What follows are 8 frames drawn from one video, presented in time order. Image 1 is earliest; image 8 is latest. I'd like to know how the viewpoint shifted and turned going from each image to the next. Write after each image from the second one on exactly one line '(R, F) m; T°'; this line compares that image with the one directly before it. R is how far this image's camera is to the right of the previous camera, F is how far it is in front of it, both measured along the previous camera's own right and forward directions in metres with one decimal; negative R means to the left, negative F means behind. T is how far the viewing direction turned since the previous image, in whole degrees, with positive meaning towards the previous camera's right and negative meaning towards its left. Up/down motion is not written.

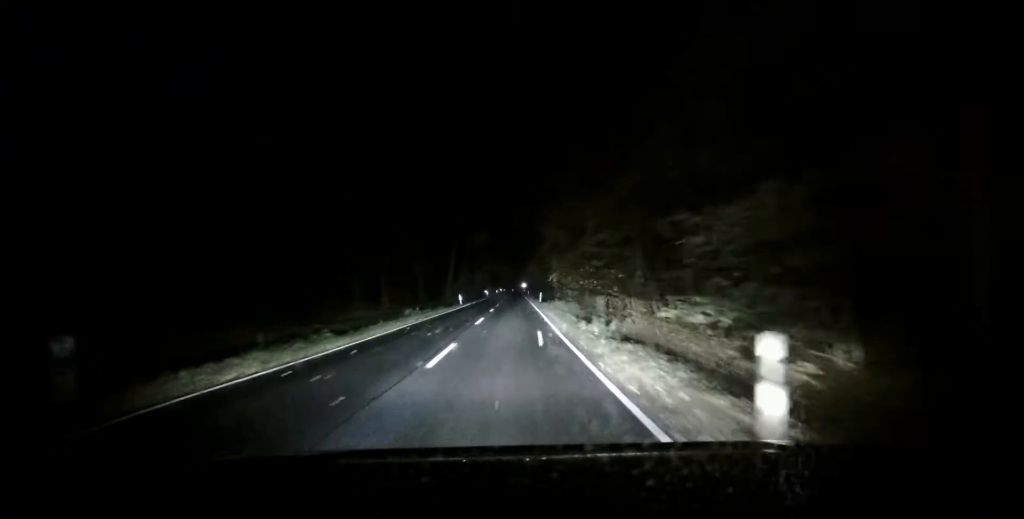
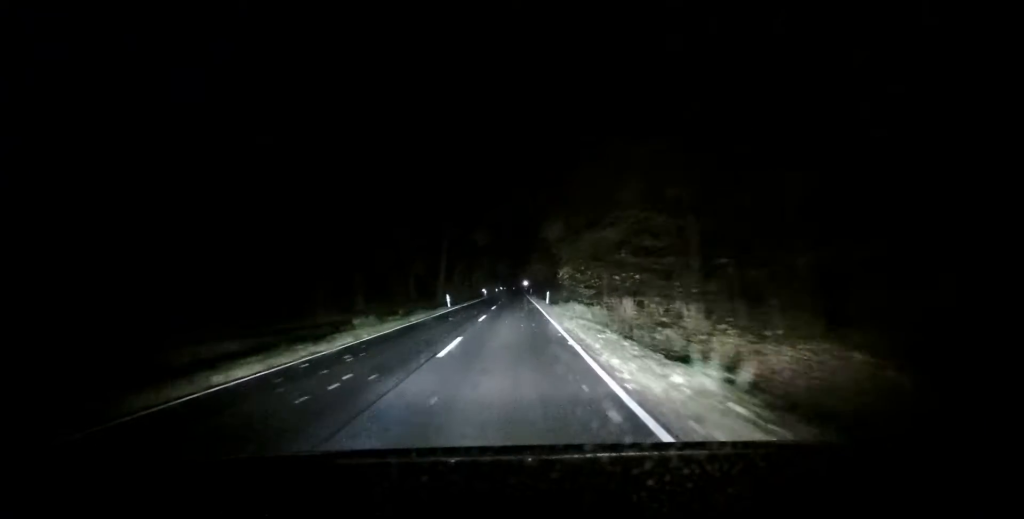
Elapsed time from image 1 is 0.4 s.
(0.0, +10.4) m; 0°
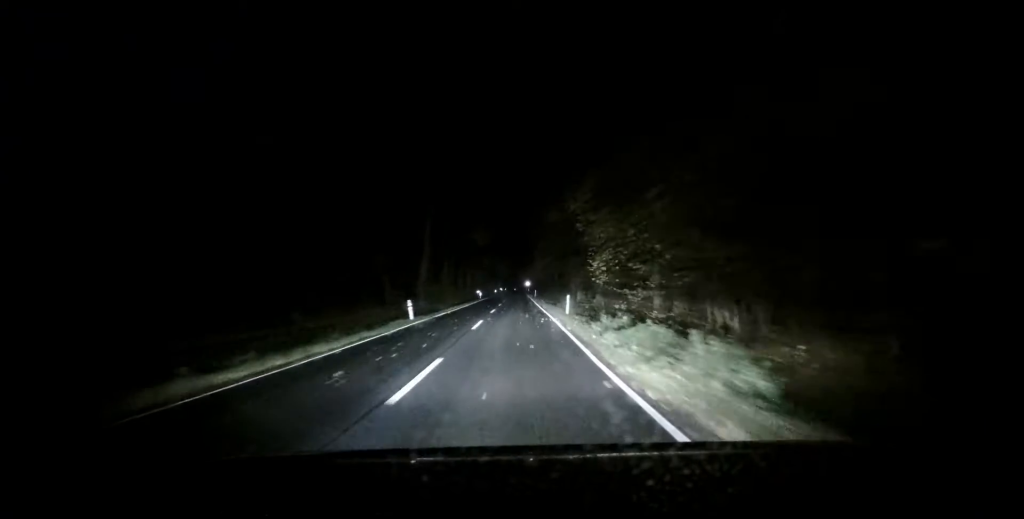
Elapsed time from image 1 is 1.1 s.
(0.0, +15.9) m; 0°
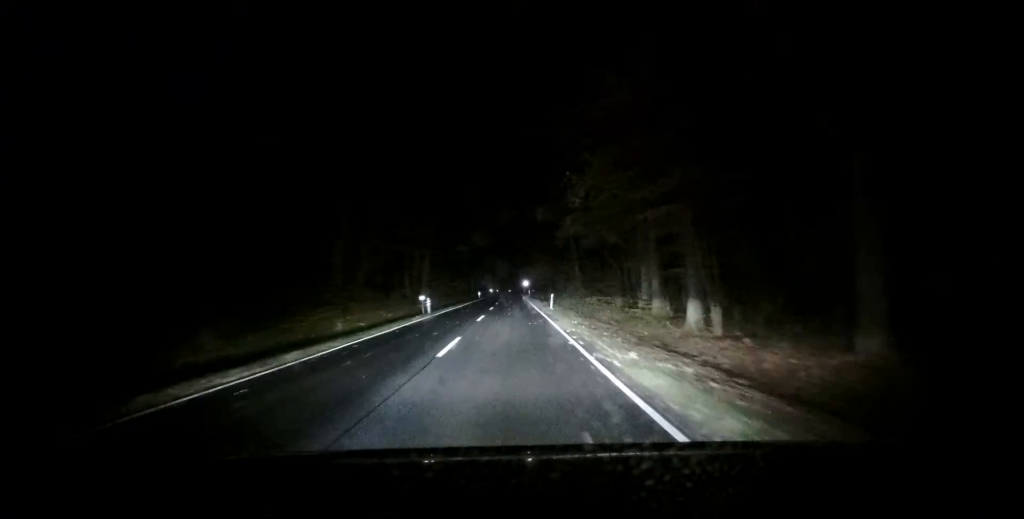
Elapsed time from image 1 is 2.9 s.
(+0.8, +41.9) m; +2°
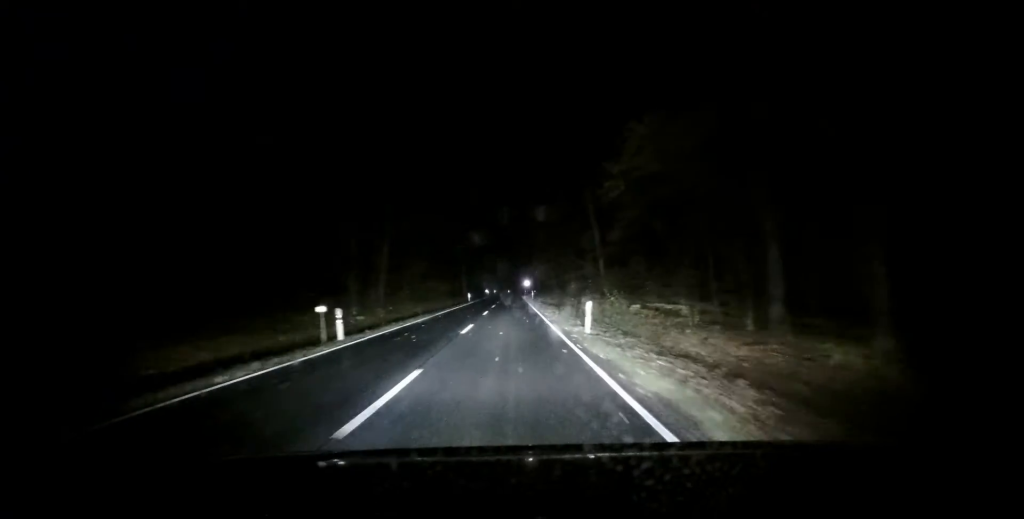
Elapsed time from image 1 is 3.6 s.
(-0.1, +17.6) m; 0°
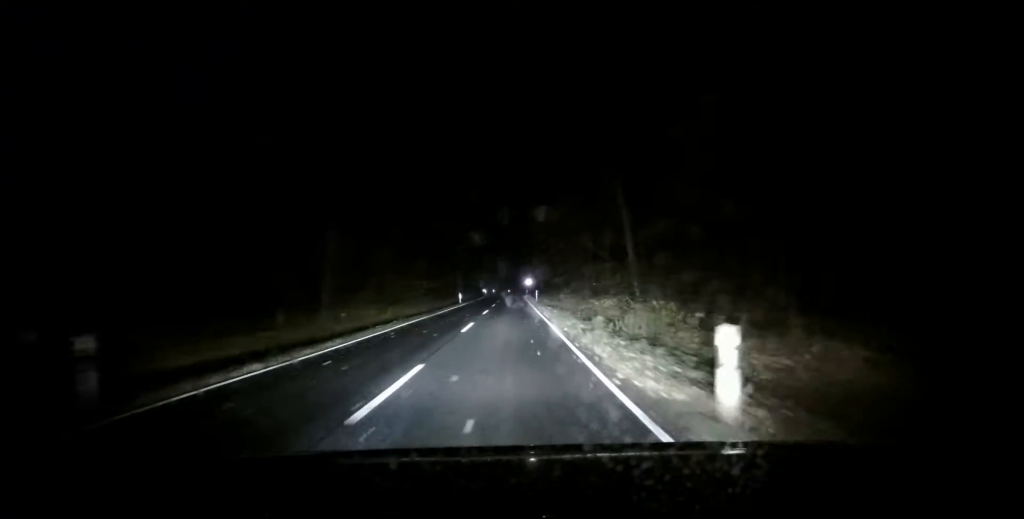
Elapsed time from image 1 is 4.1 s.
(0.0, +11.2) m; 0°
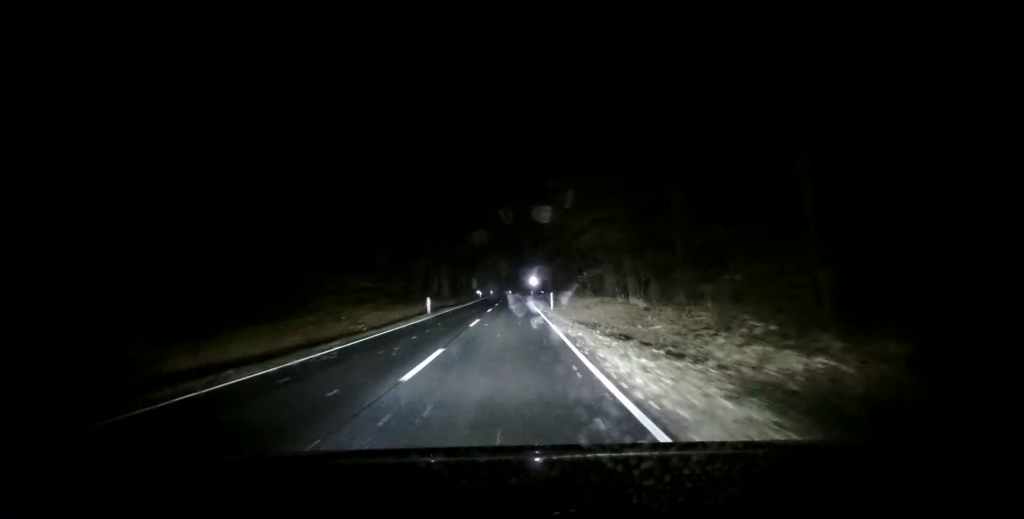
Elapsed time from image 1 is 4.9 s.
(0.0, +20.9) m; 0°
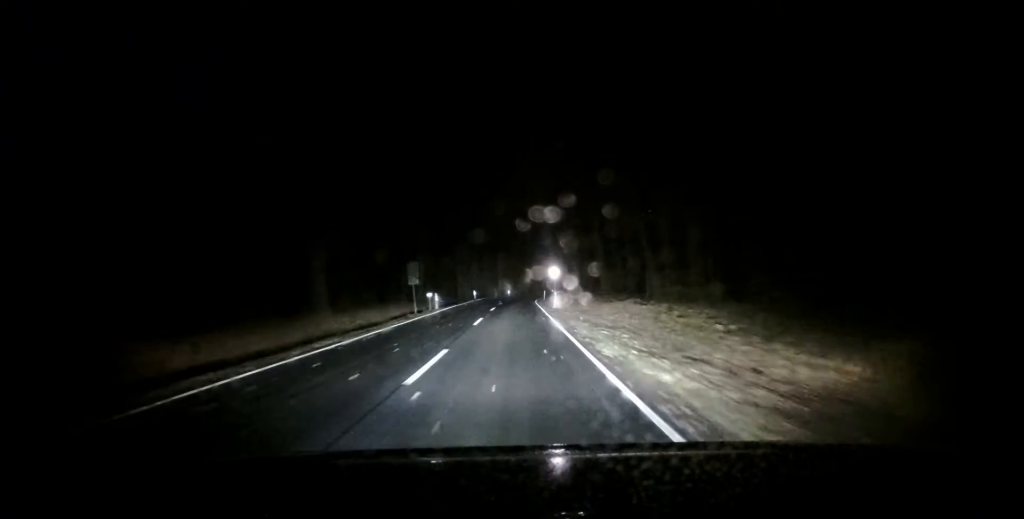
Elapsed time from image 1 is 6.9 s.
(+0.4, +46.7) m; +2°
